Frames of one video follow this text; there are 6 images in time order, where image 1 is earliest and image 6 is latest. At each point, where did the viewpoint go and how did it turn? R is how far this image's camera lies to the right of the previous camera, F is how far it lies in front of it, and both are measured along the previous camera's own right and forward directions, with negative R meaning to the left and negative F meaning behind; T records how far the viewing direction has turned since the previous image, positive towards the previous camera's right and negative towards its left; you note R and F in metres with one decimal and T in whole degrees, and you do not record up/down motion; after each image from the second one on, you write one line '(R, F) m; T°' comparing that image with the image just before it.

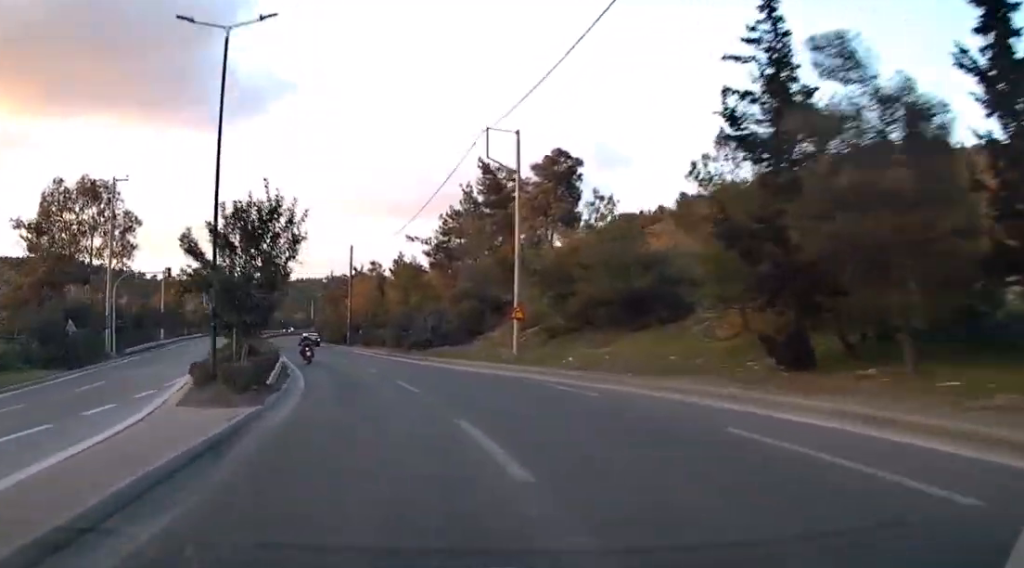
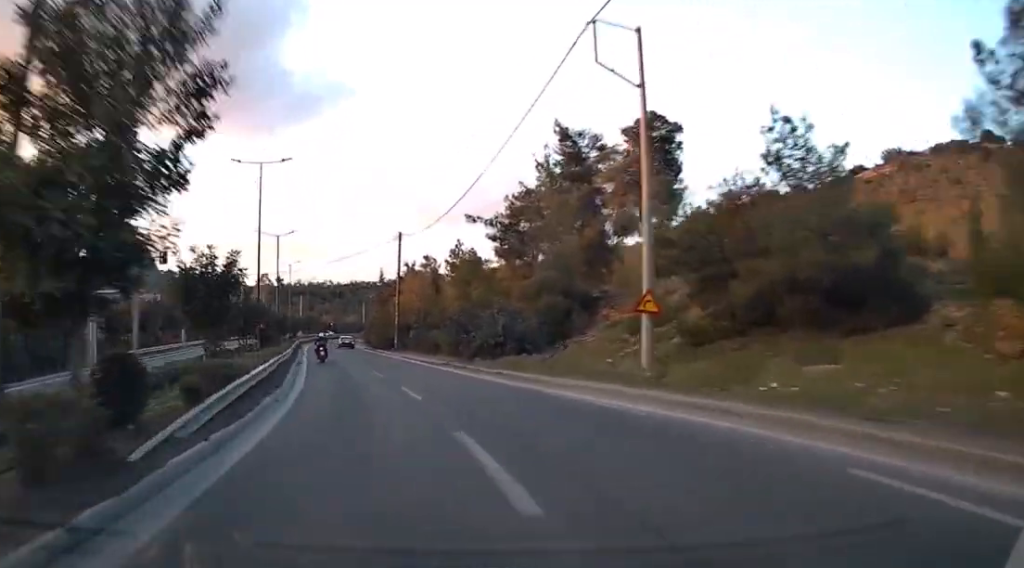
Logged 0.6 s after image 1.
(-0.8, +12.9) m; -5°
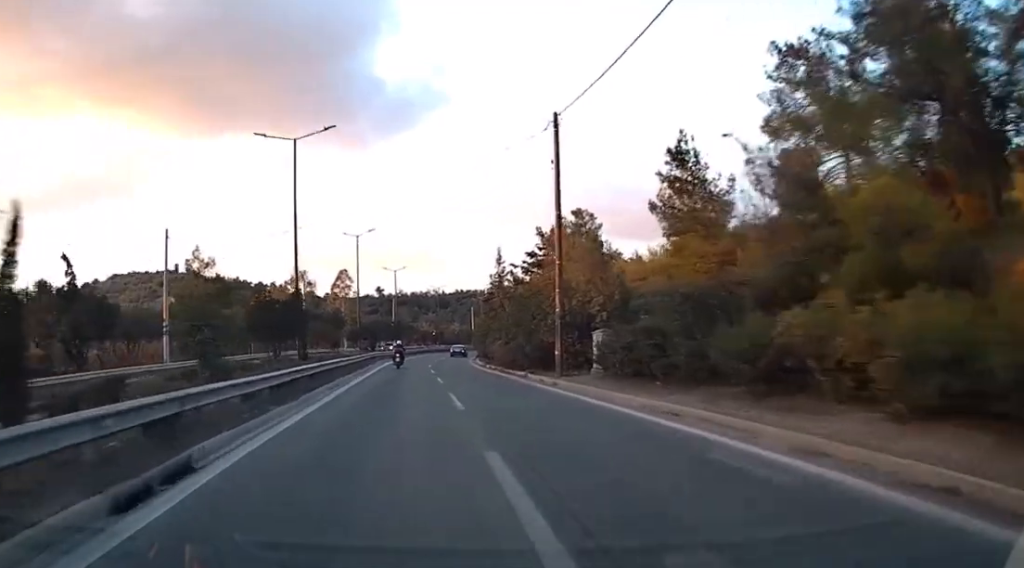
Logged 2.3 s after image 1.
(-3.8, +37.0) m; -11°
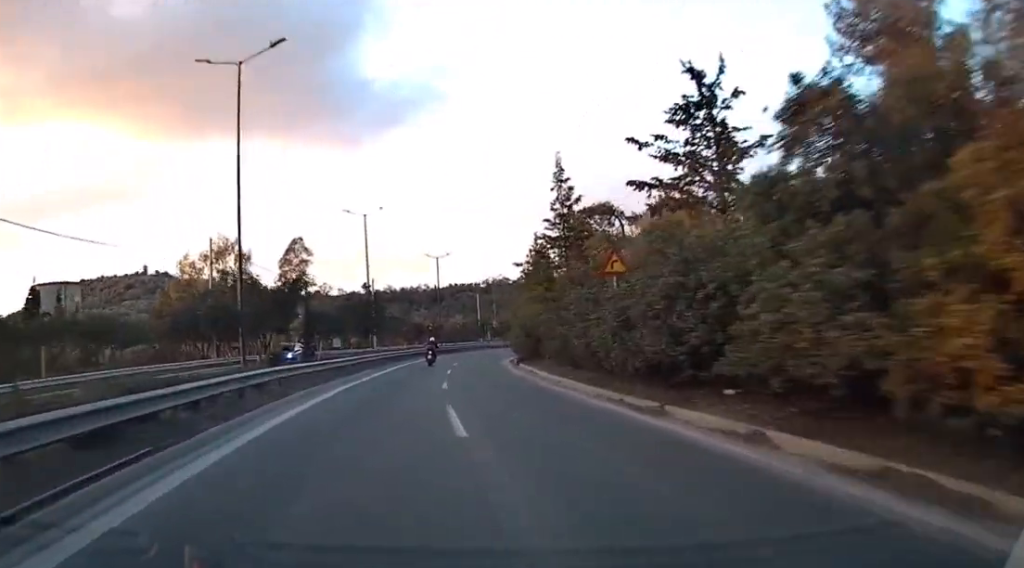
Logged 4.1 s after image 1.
(-2.8, +40.7) m; -5°
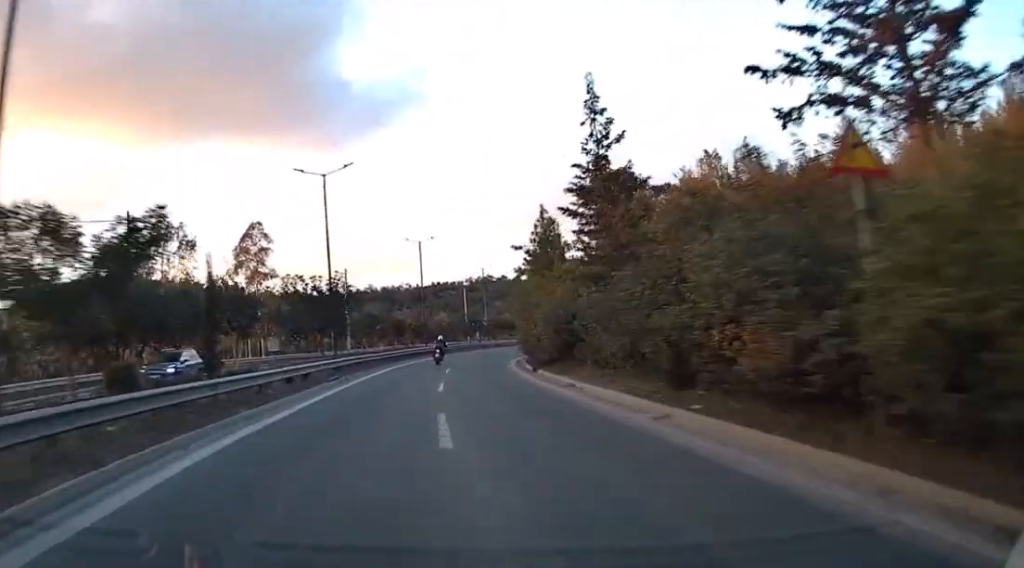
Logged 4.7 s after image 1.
(+0.1, +13.0) m; +1°
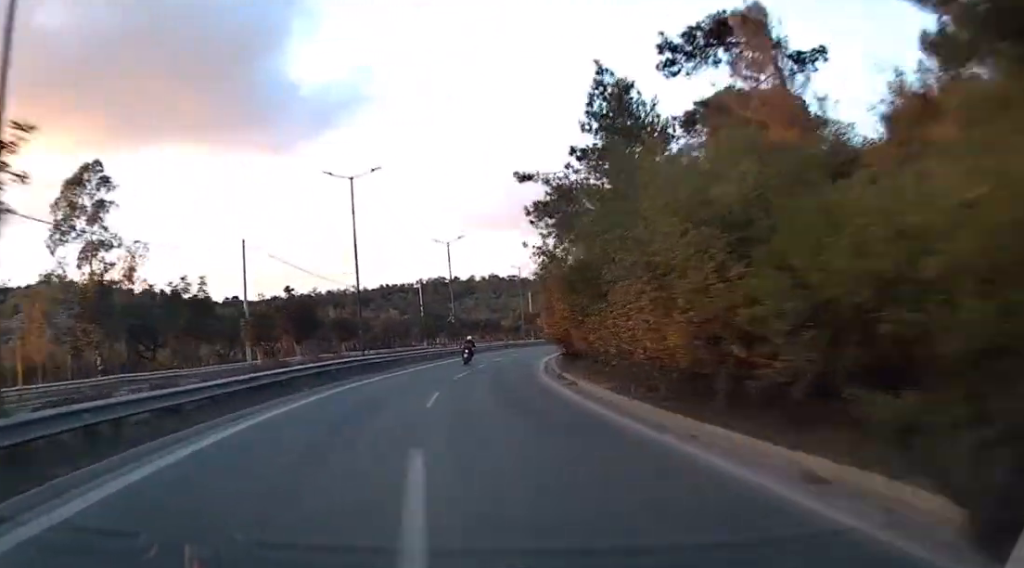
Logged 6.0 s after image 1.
(+0.6, +29.8) m; +3°
